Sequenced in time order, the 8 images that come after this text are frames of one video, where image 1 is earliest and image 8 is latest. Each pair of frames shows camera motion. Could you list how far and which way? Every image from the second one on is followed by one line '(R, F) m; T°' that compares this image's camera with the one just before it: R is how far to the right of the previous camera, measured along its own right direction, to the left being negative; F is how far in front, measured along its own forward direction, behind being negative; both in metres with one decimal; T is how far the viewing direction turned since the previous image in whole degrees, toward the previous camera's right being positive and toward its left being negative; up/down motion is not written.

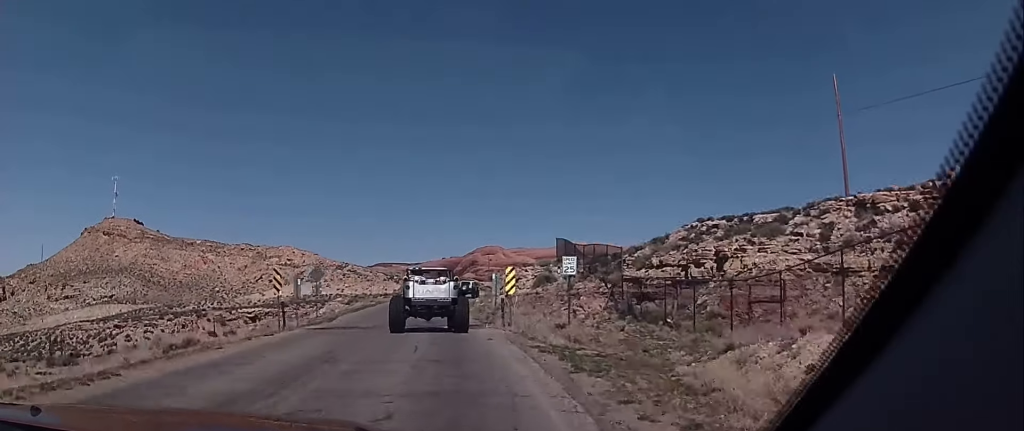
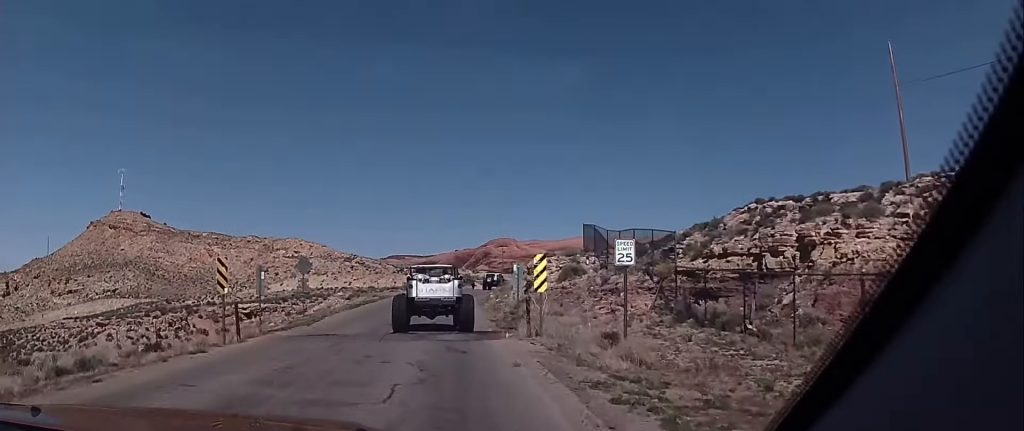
(-0.4, +6.6) m; -2°
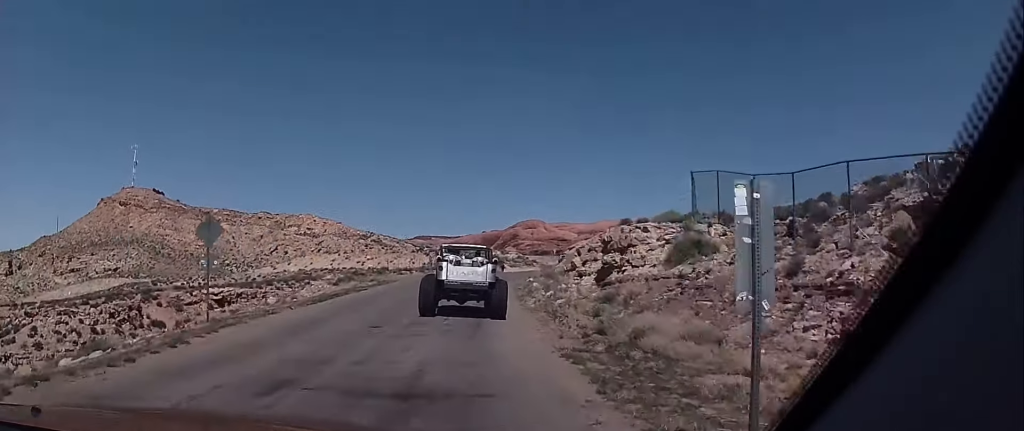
(0.0, +16.5) m; -2°
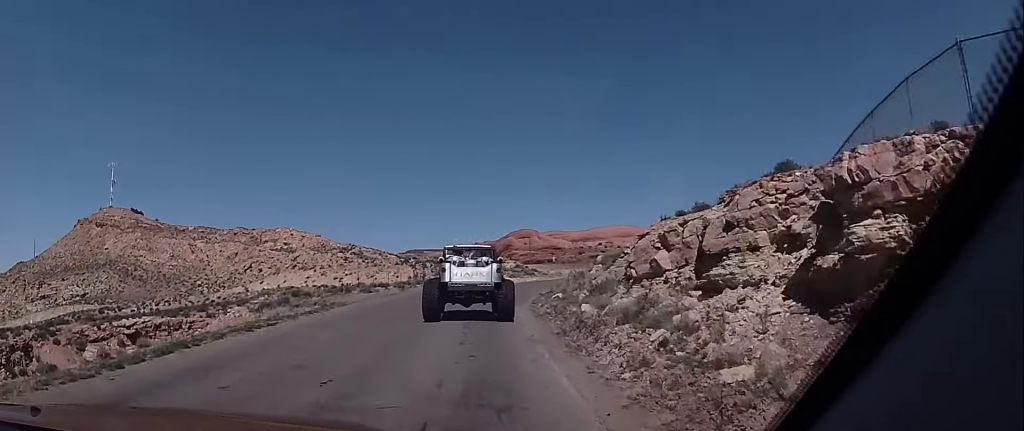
(-0.4, +15.9) m; -1°
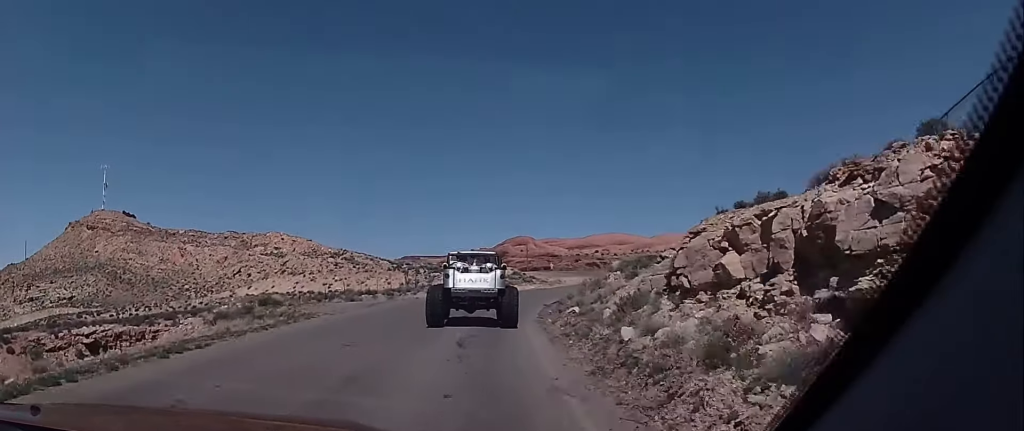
(0.0, +4.9) m; +1°
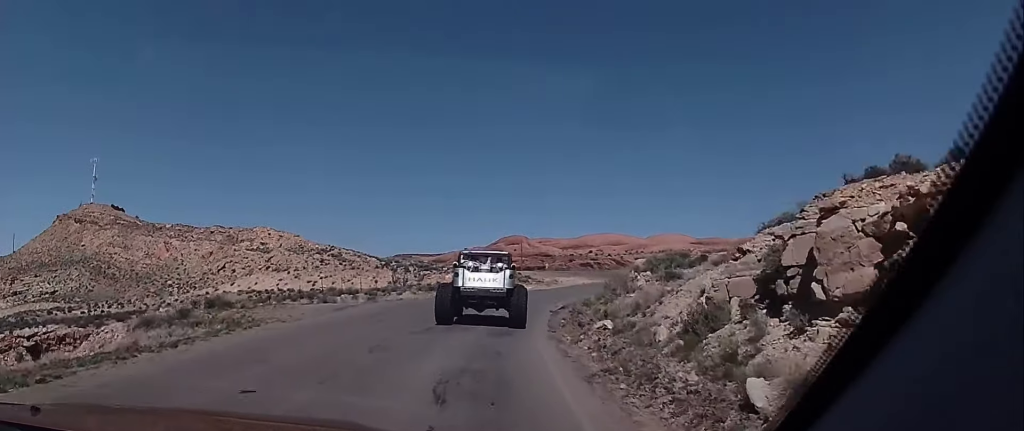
(+0.1, +6.0) m; 0°
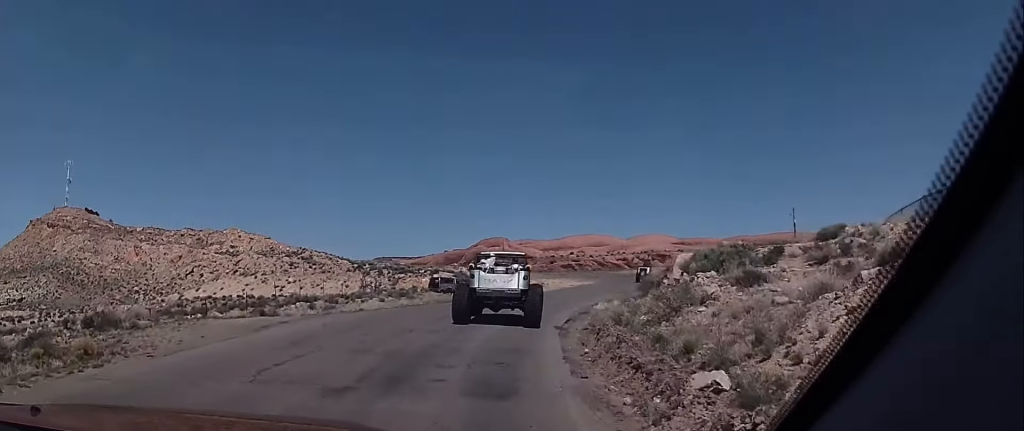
(+0.1, +8.0) m; 0°
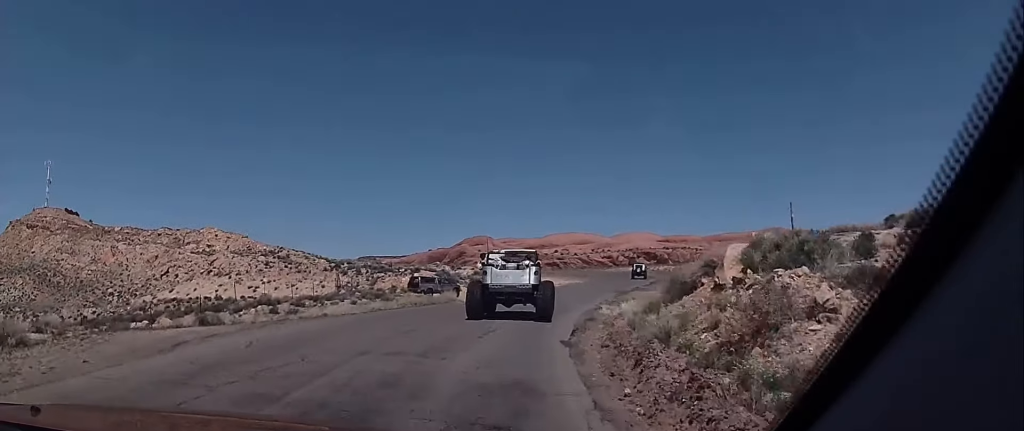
(-0.2, +4.9) m; 0°
